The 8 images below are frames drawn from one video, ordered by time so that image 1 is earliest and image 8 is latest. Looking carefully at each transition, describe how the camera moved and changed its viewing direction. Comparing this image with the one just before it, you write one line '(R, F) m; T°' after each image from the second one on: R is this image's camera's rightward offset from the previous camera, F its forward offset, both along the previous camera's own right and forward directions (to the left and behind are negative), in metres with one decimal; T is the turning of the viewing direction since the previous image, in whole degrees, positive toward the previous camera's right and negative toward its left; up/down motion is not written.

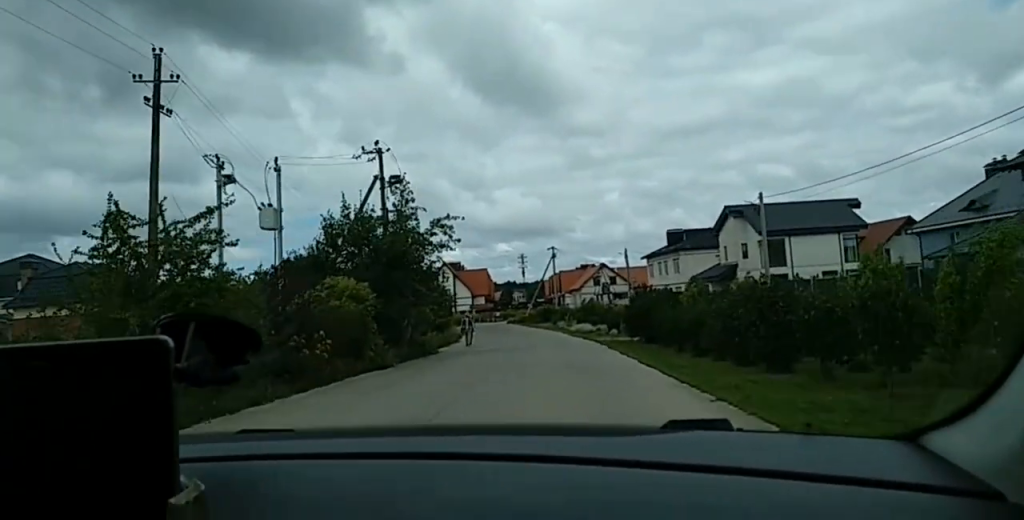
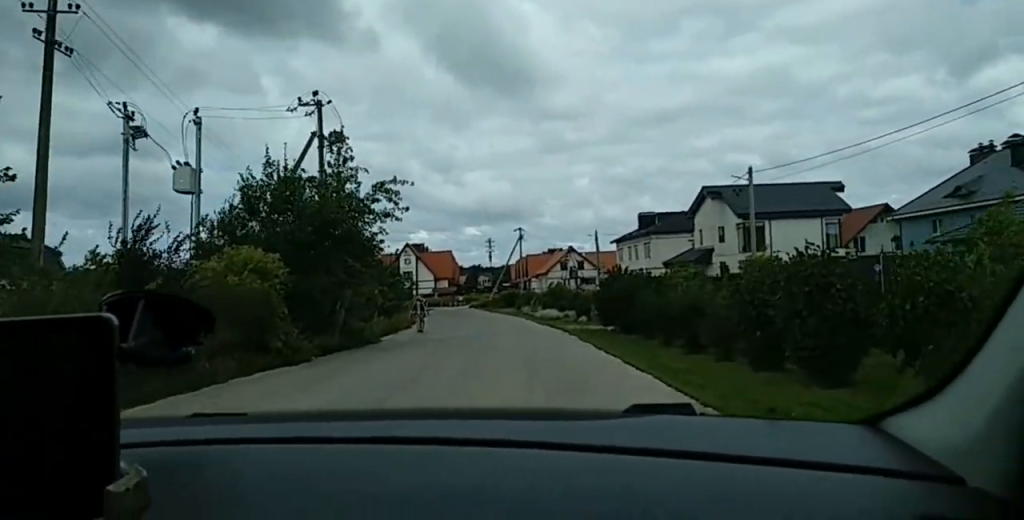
(0.0, +4.4) m; 0°
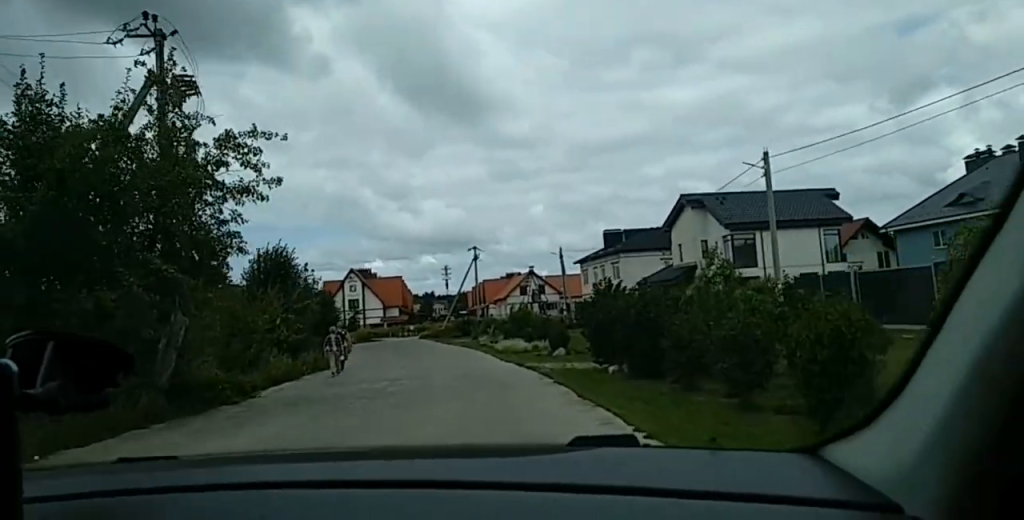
(0.0, +9.2) m; 0°
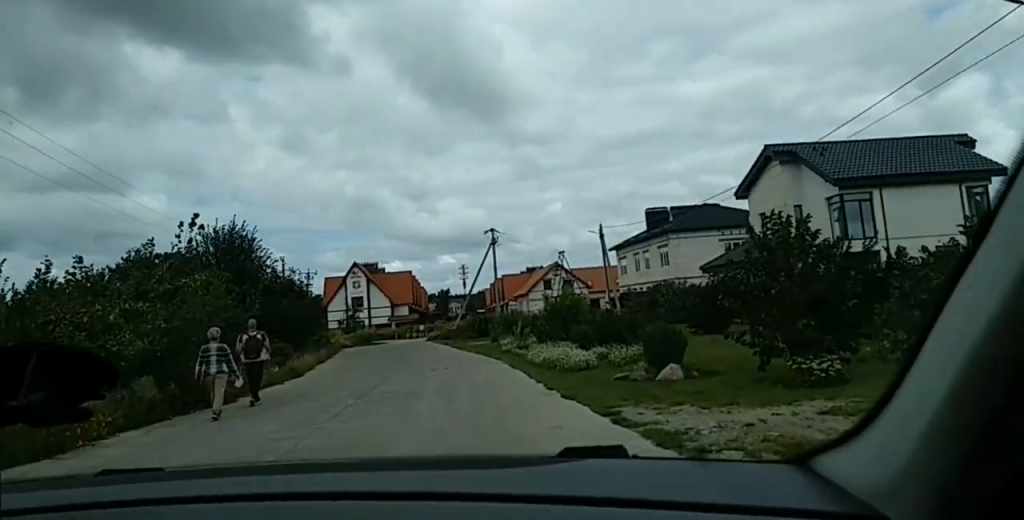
(-0.3, +14.9) m; -3°
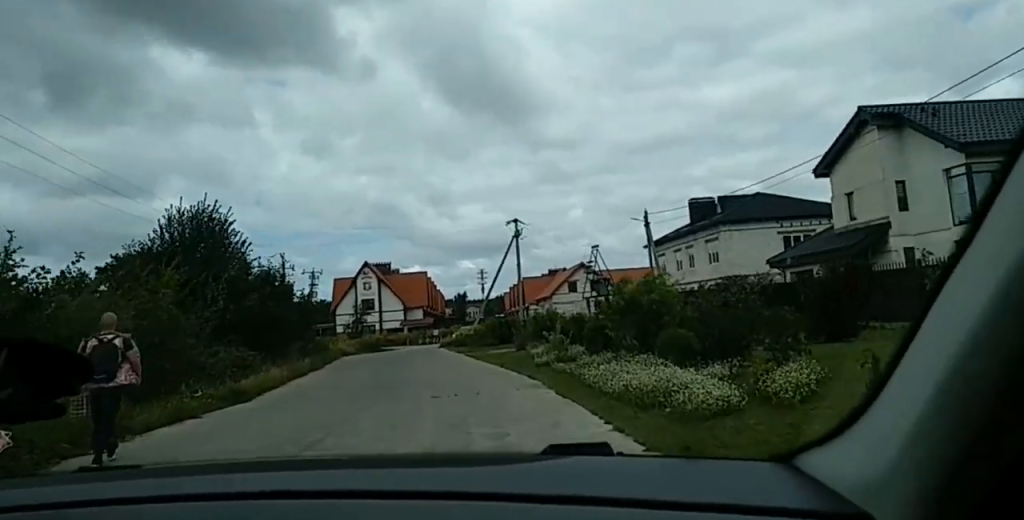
(-0.2, +9.1) m; -2°
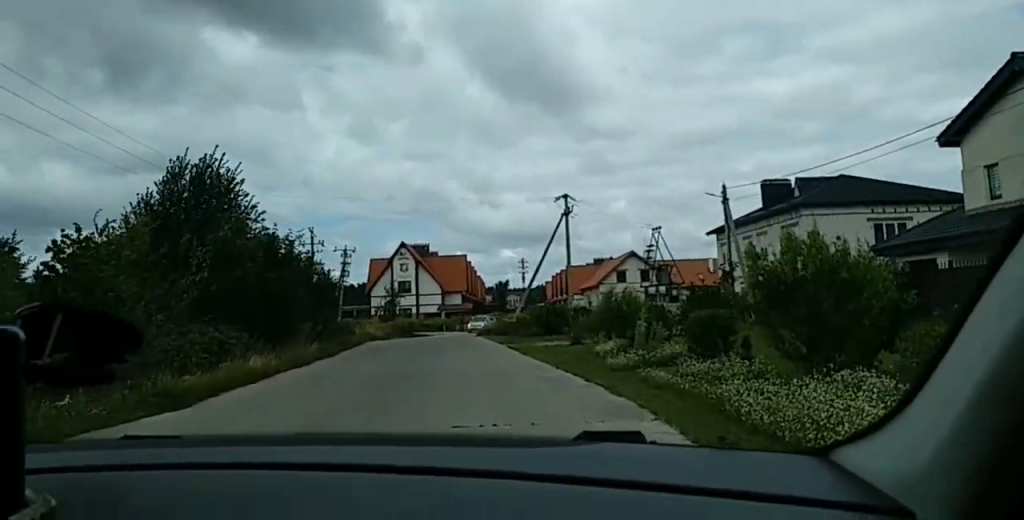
(0.0, +6.8) m; -2°
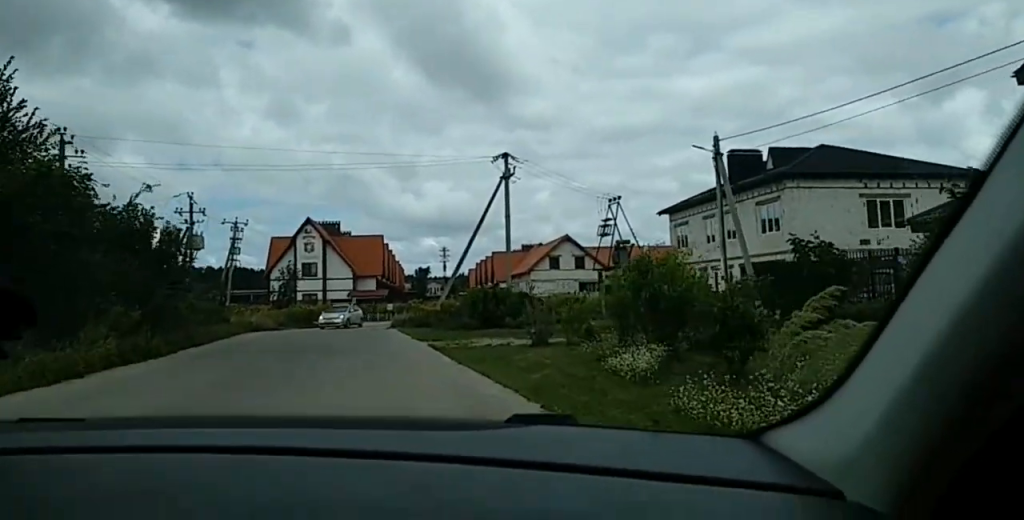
(-0.4, +10.2) m; -3°
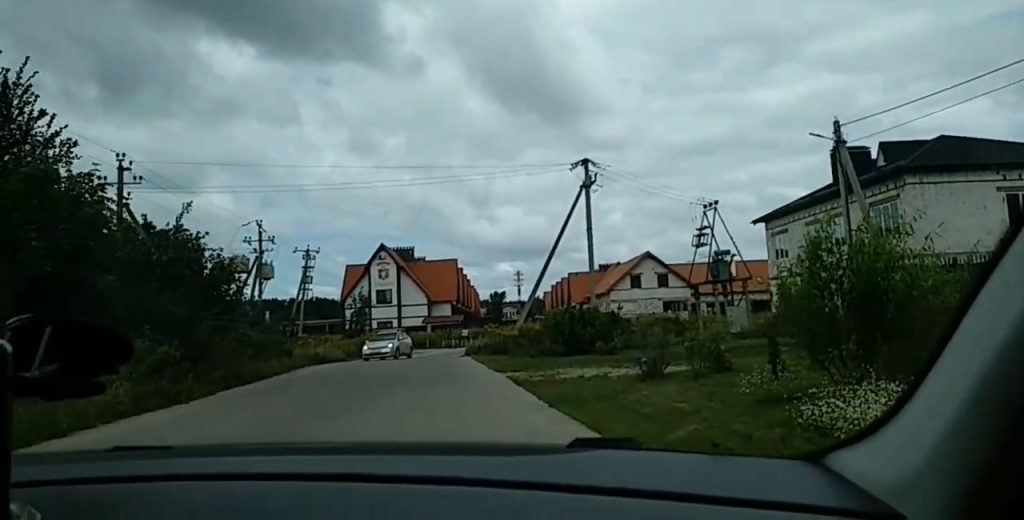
(-0.1, +3.8) m; 0°
